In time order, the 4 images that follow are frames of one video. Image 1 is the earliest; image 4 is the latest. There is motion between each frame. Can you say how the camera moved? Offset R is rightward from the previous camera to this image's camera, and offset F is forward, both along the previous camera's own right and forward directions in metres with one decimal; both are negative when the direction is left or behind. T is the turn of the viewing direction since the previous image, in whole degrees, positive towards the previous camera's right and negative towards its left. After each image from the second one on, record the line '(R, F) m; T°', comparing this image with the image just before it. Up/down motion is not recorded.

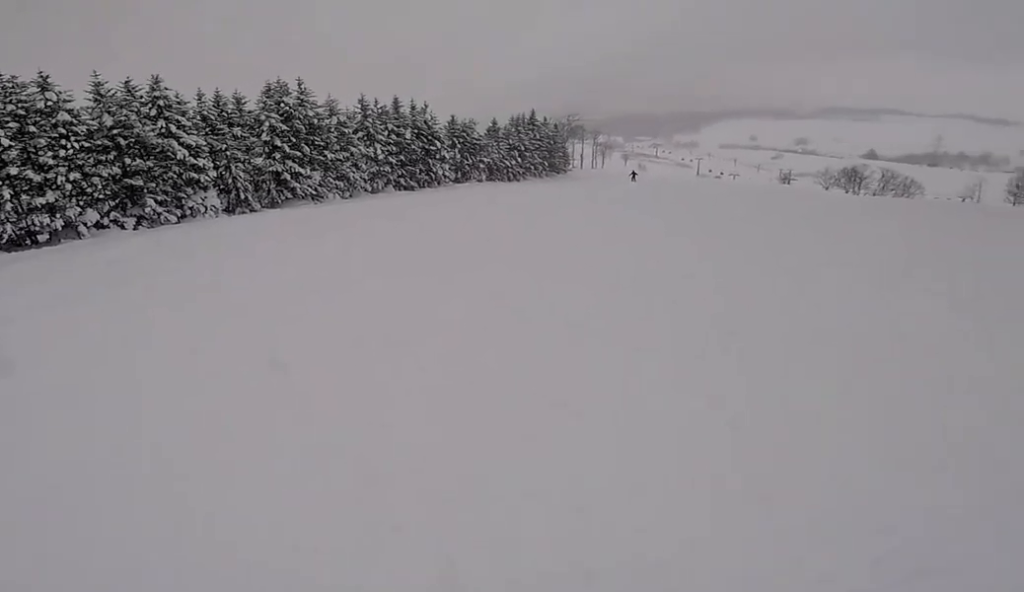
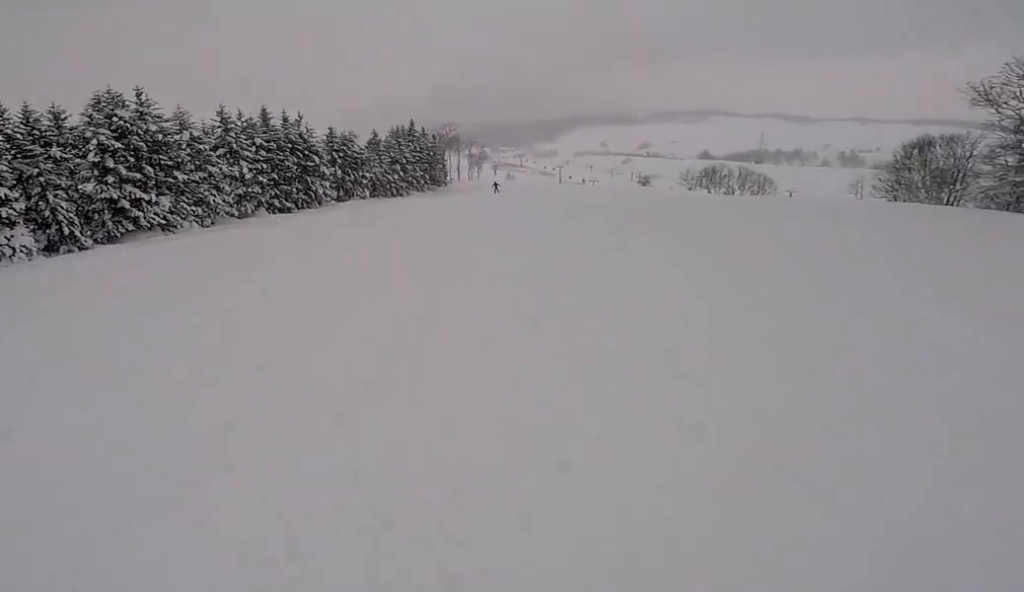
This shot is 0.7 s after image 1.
(+1.6, +5.3) m; +22°
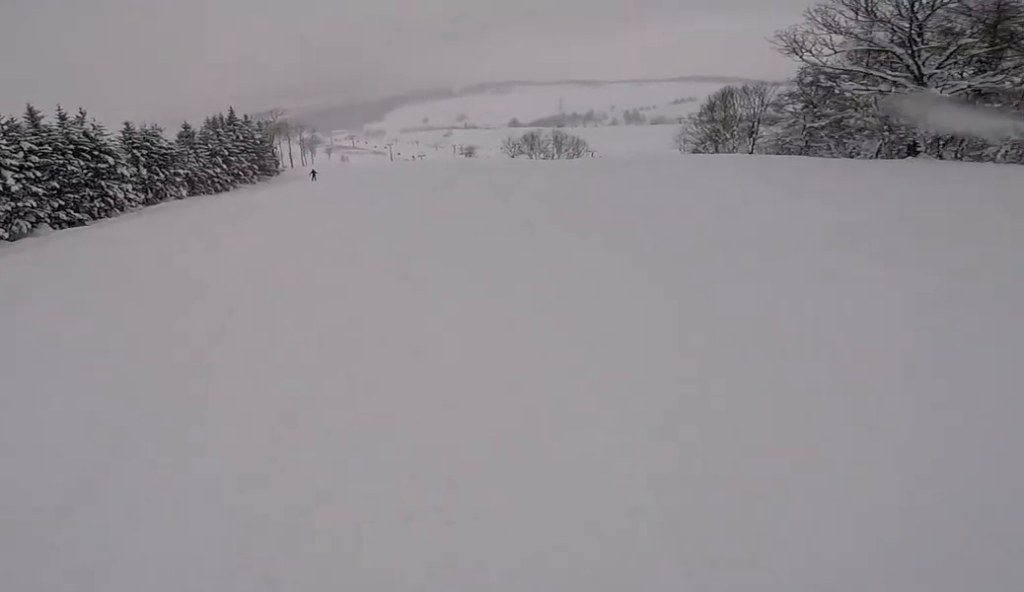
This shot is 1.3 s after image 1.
(+0.6, +4.4) m; +15°
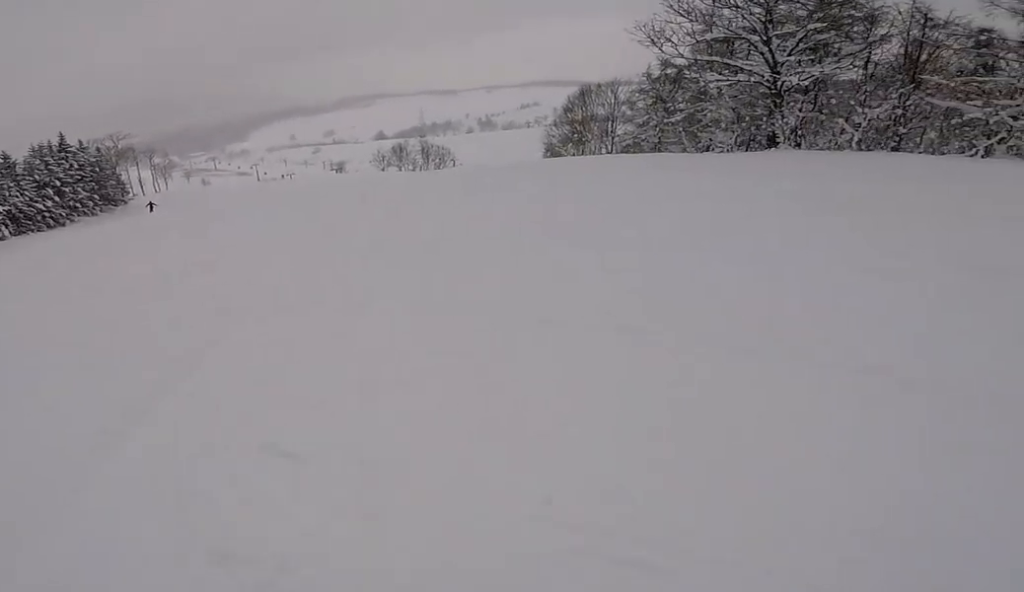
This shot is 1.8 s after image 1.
(+0.6, +3.1) m; +5°
